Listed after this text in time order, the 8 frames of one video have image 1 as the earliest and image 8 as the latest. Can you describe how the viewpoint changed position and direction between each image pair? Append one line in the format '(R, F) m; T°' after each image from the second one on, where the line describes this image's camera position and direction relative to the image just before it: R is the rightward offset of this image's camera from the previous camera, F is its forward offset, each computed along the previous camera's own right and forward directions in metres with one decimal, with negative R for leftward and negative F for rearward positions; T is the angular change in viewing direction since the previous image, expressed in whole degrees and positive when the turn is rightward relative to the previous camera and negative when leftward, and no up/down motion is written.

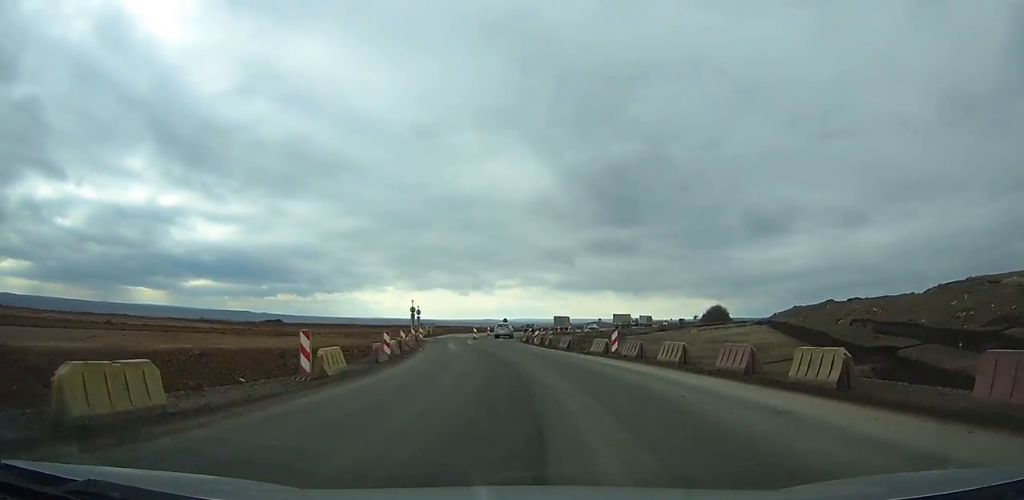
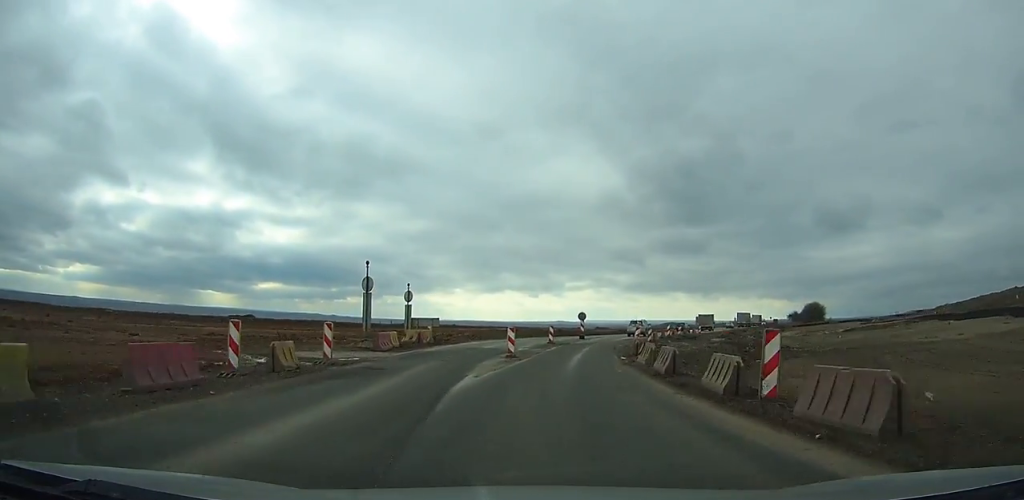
(-1.5, +35.4) m; -1°
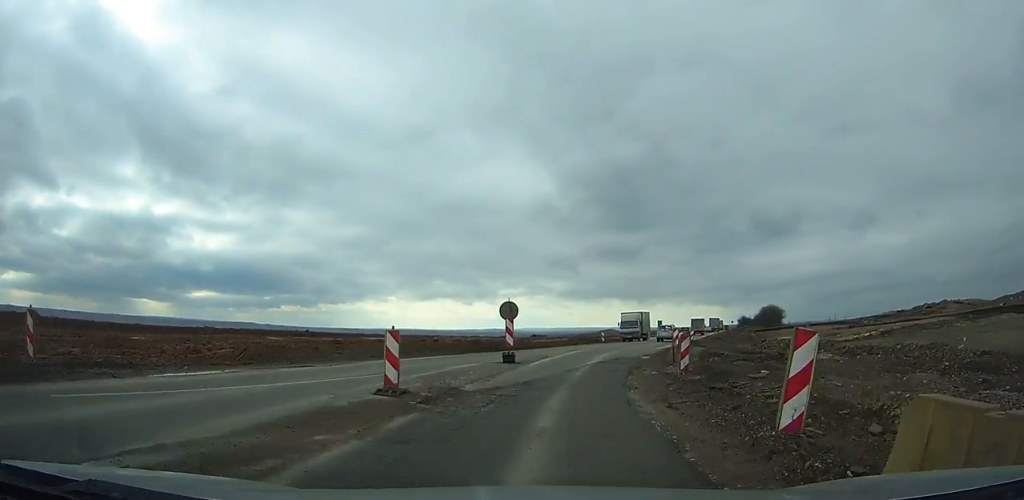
(+1.1, +27.3) m; +7°
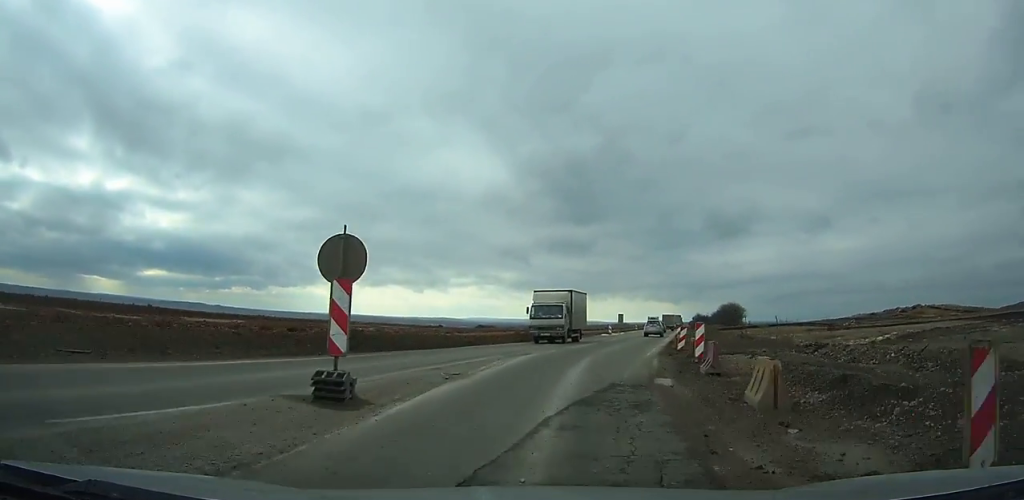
(+0.8, +13.6) m; +5°
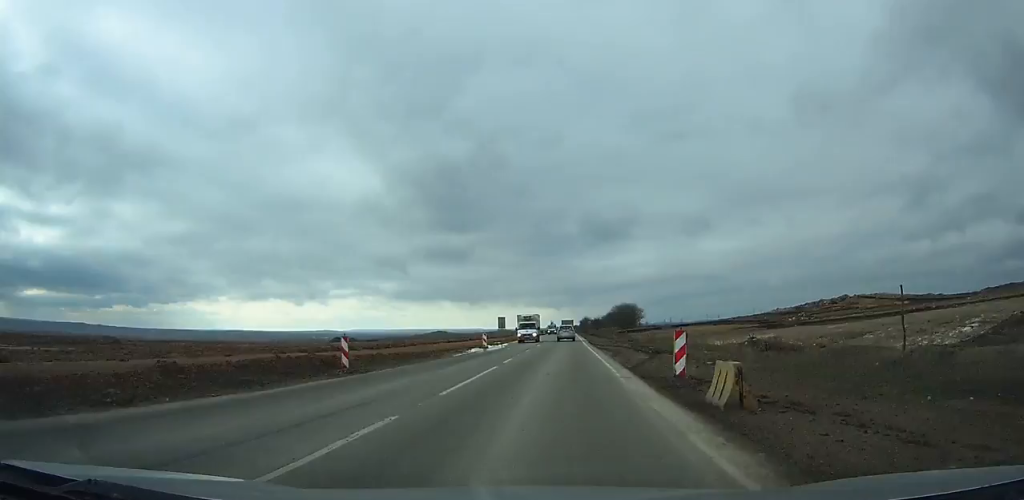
(+2.1, +28.3) m; +7°
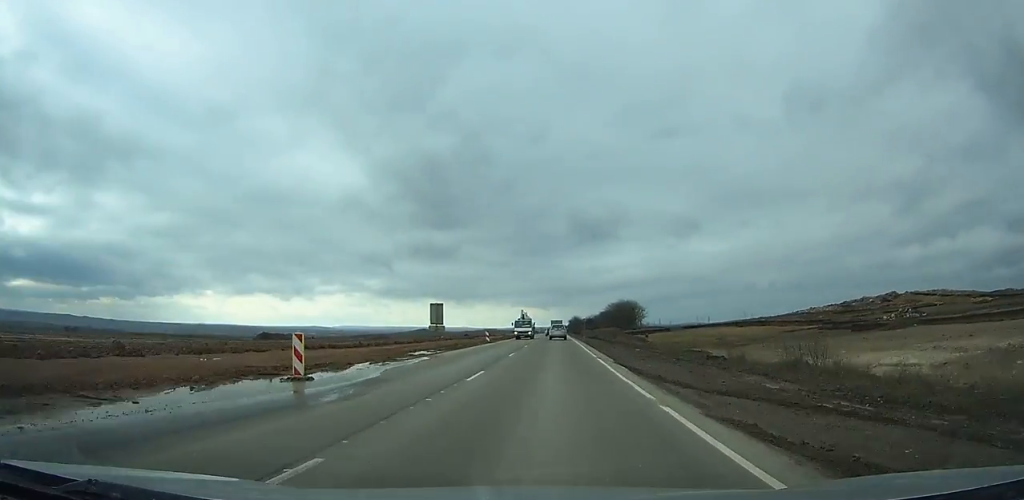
(+1.1, +32.2) m; +2°
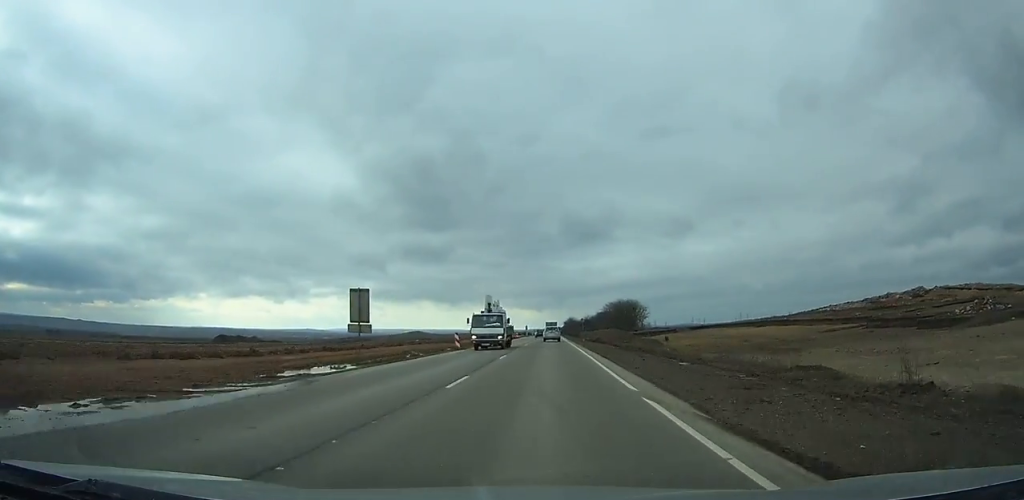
(0.0, +14.1) m; 0°
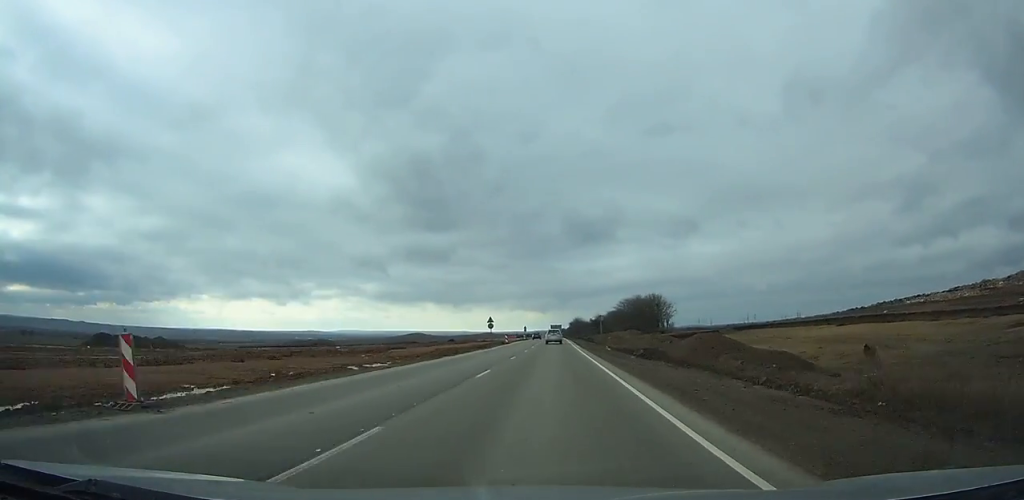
(0.0, +31.8) m; 0°
